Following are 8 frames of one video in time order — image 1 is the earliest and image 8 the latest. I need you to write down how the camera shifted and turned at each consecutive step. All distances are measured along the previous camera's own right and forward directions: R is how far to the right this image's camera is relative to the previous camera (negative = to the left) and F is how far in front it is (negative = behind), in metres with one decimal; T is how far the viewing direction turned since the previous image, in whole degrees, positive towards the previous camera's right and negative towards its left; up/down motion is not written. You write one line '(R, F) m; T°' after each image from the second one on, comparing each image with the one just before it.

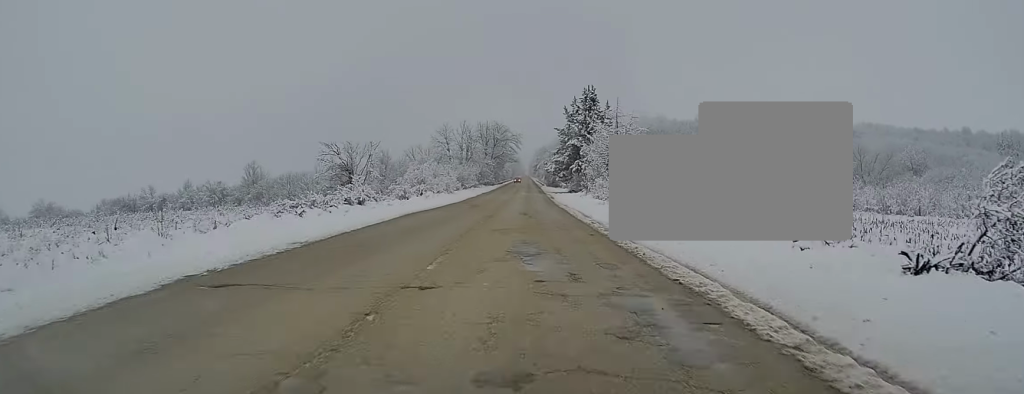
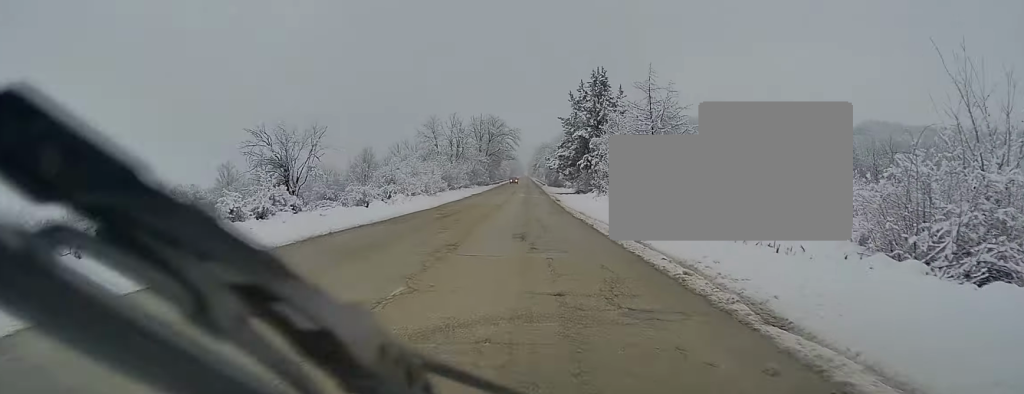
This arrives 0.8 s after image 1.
(0.0, +14.2) m; +1°
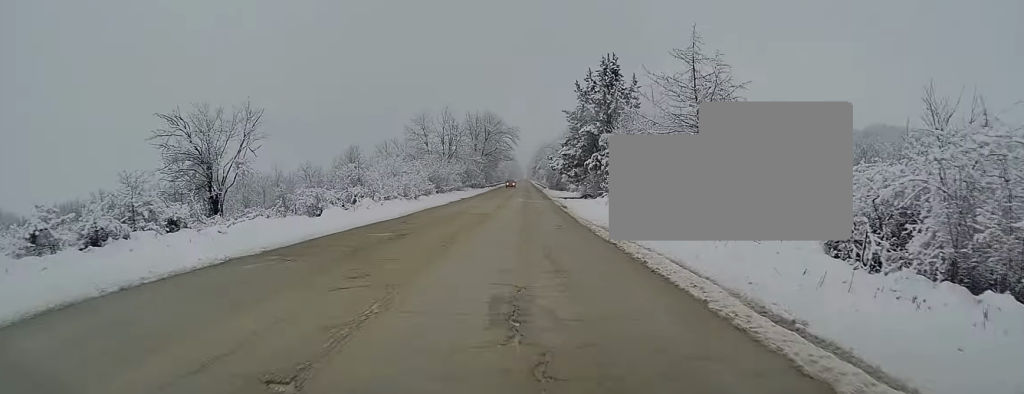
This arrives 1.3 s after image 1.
(+0.1, +9.9) m; 0°
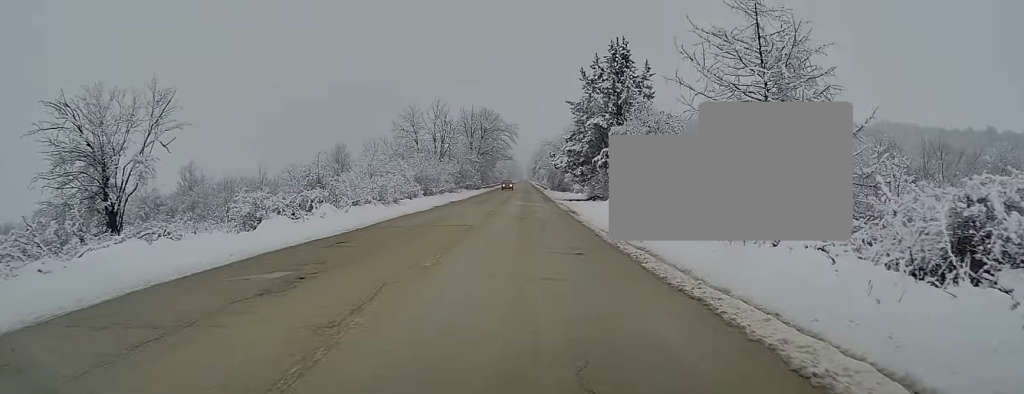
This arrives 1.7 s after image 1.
(+0.1, +8.0) m; 0°
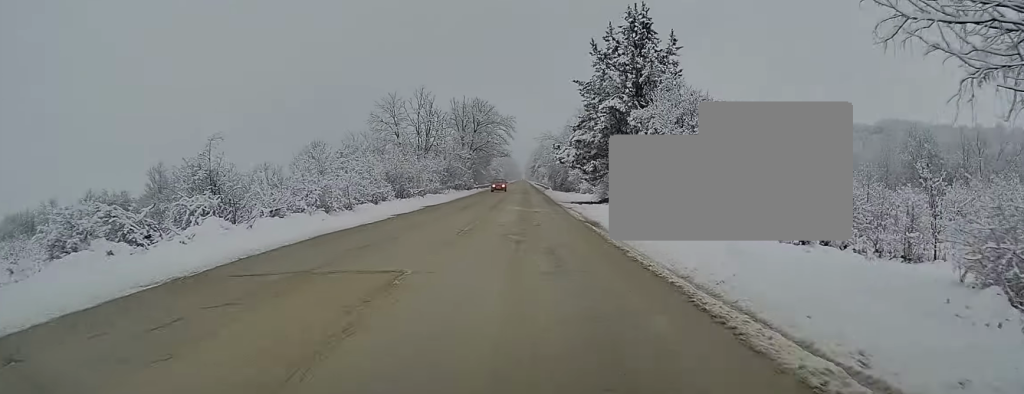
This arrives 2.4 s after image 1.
(-0.2, +11.6) m; 0°
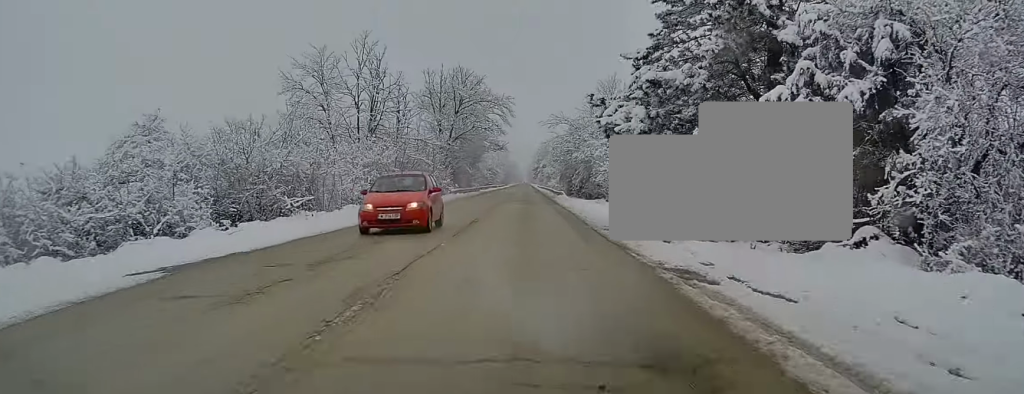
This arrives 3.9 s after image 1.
(+0.1, +27.4) m; -1°
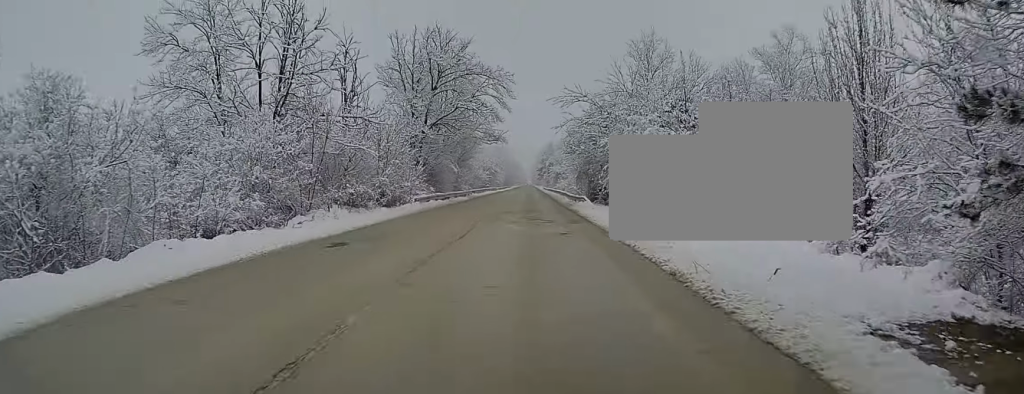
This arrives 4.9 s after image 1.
(-0.3, +18.1) m; 0°
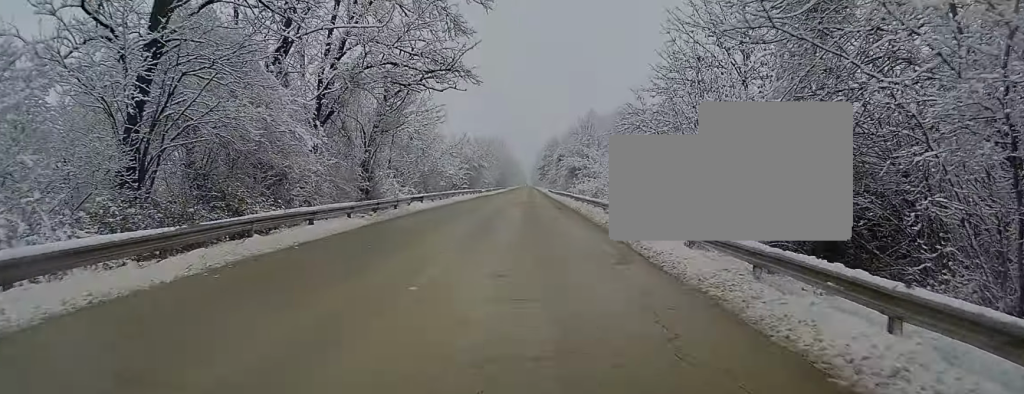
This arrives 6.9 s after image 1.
(+0.5, +36.6) m; 0°
